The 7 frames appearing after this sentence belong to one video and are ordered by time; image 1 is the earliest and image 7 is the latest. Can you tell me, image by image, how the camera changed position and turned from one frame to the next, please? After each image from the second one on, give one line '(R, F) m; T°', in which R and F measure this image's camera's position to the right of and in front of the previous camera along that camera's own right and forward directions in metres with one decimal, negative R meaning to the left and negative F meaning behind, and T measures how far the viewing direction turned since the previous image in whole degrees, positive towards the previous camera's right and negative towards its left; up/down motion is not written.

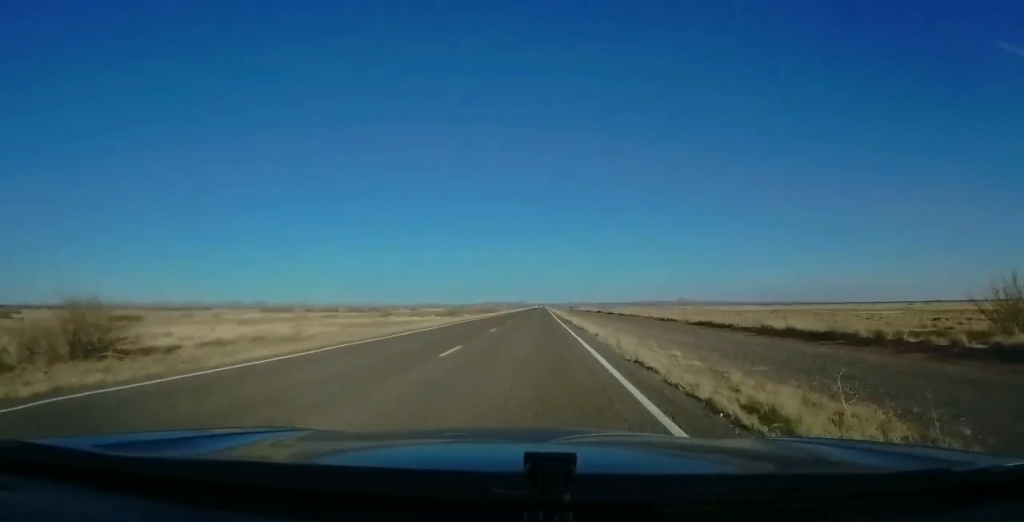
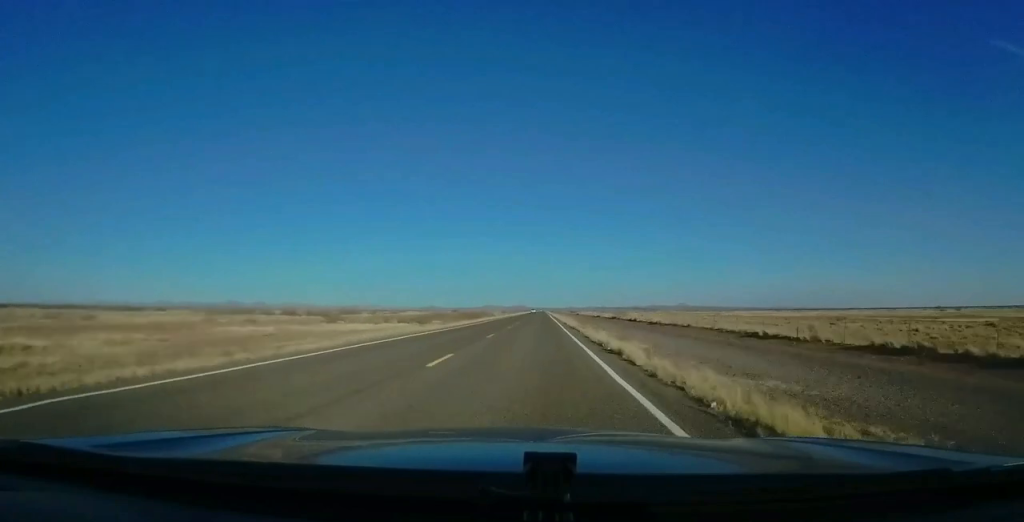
(-0.2, +26.3) m; -1°
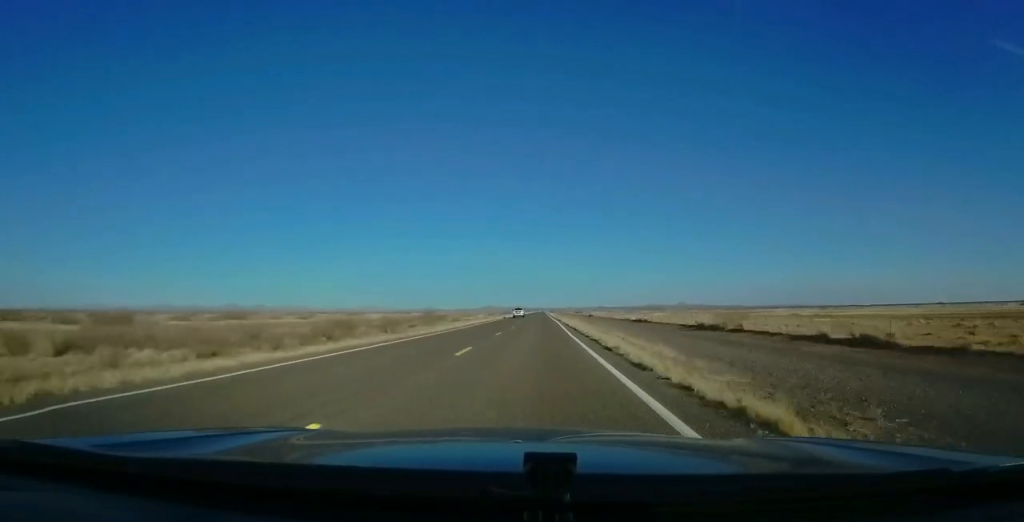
(-0.4, +58.3) m; +1°
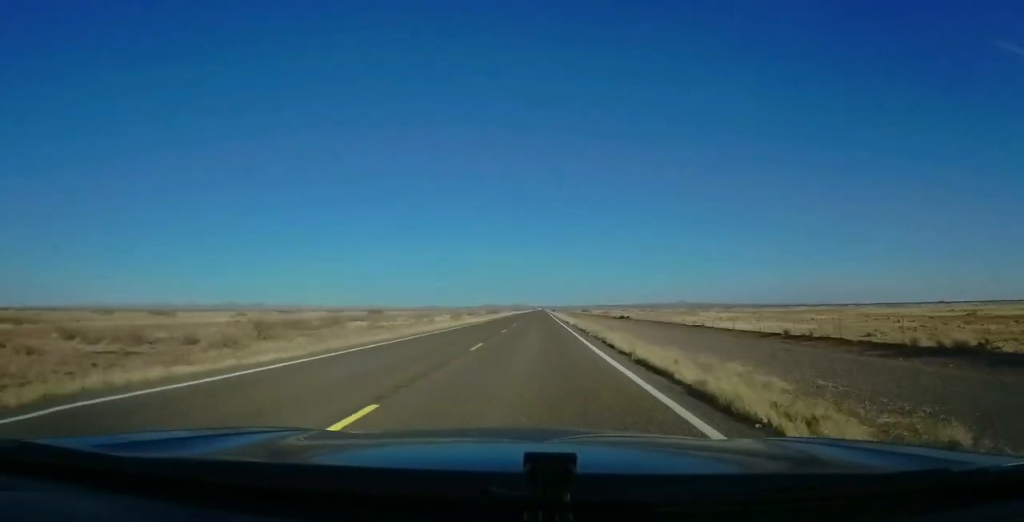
(+1.1, +60.0) m; 0°
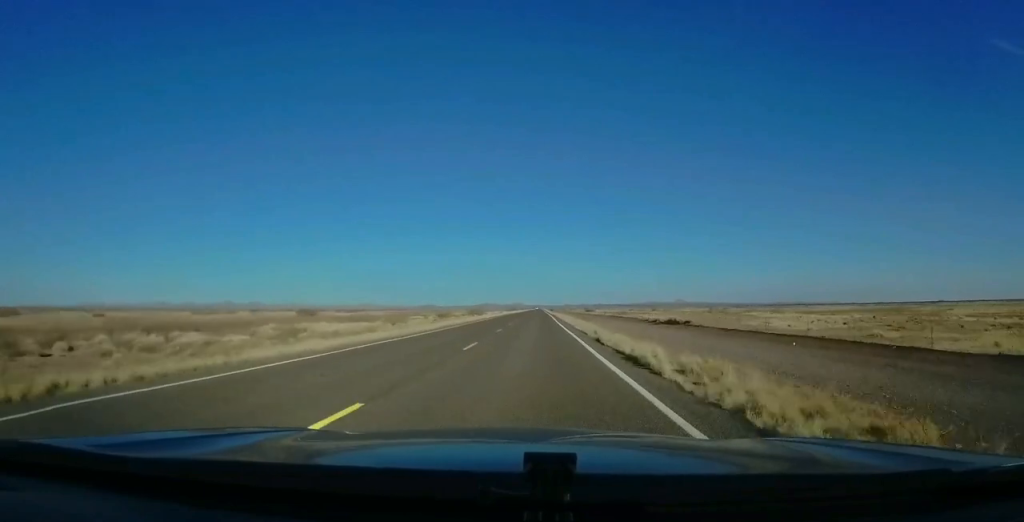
(-0.4, +36.9) m; -1°
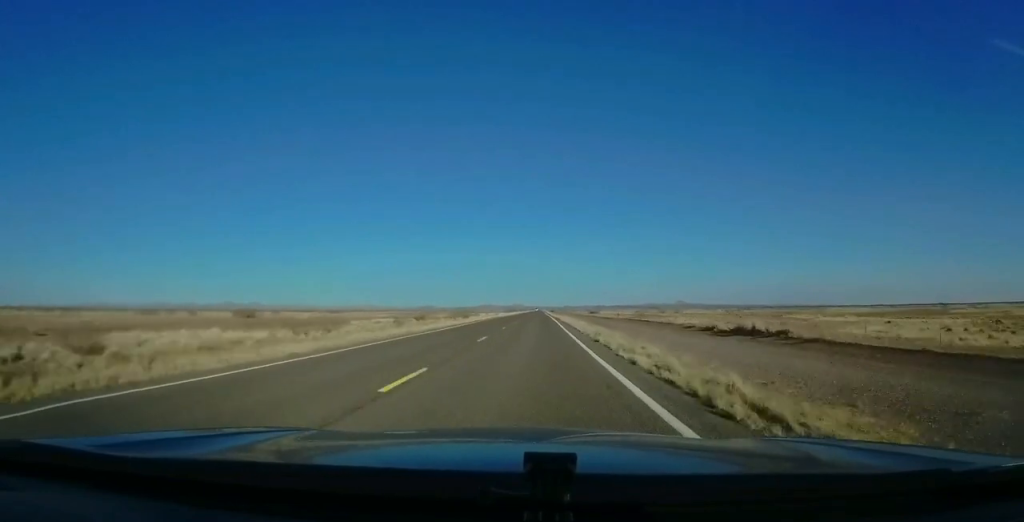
(0.0, +20.4) m; 0°
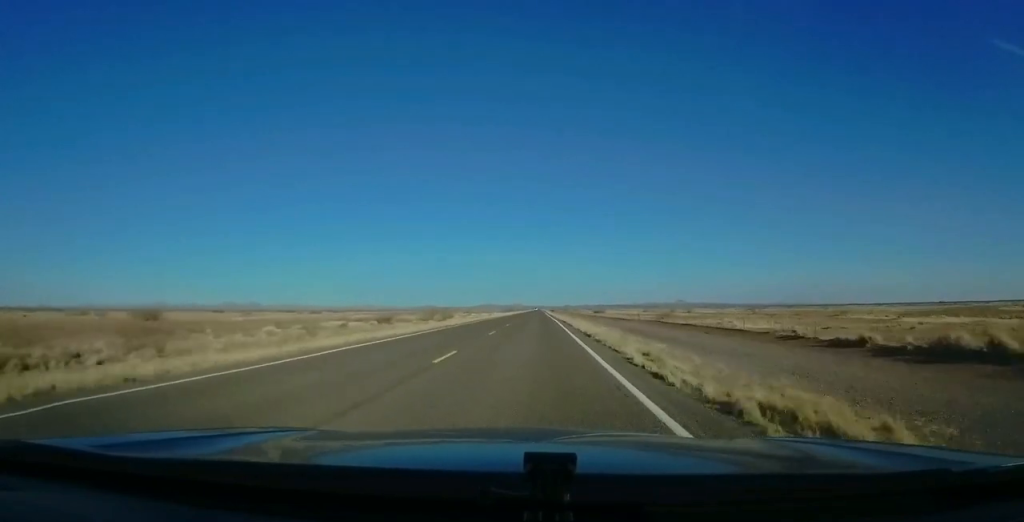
(0.0, +20.3) m; 0°
